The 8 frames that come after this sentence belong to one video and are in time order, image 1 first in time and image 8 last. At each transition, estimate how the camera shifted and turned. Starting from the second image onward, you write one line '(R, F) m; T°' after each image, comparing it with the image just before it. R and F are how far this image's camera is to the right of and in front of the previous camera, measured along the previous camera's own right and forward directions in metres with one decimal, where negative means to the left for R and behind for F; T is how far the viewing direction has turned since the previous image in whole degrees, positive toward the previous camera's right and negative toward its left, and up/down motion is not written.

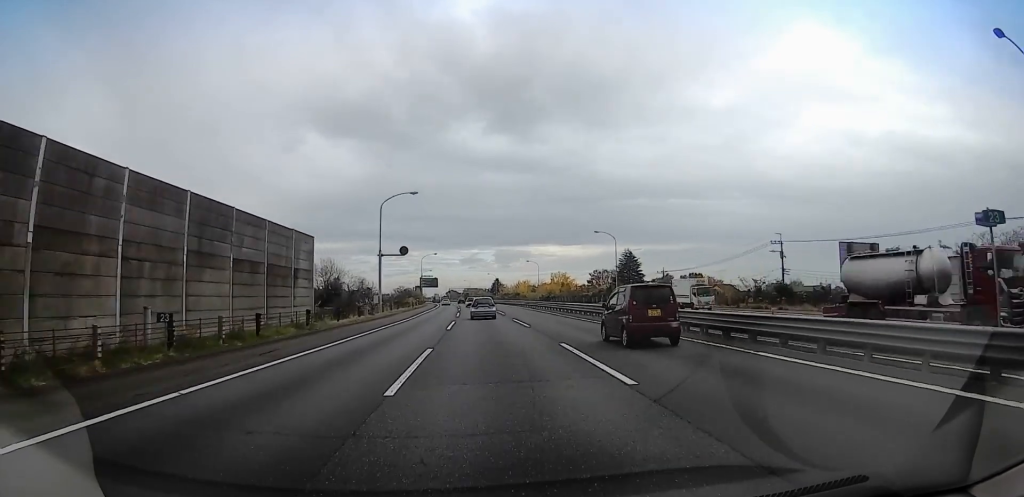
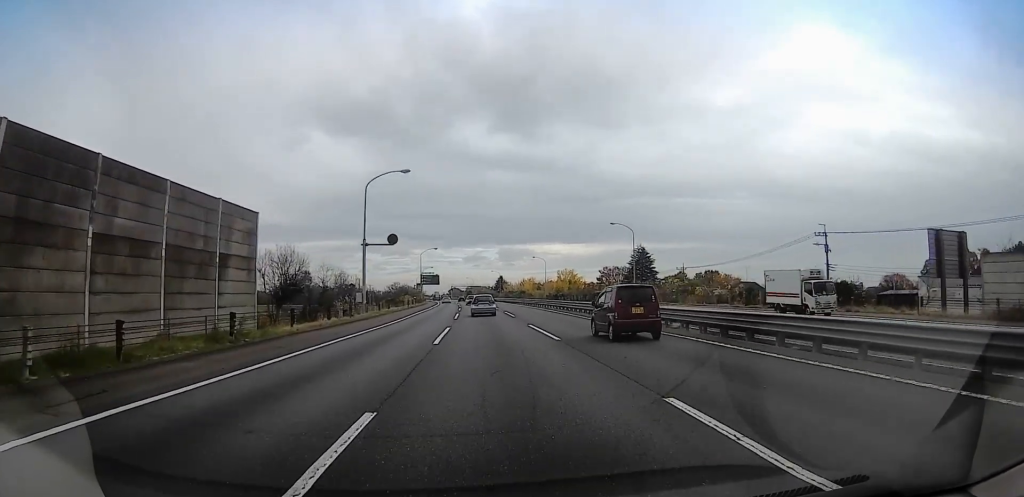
(+0.2, +9.7) m; +1°
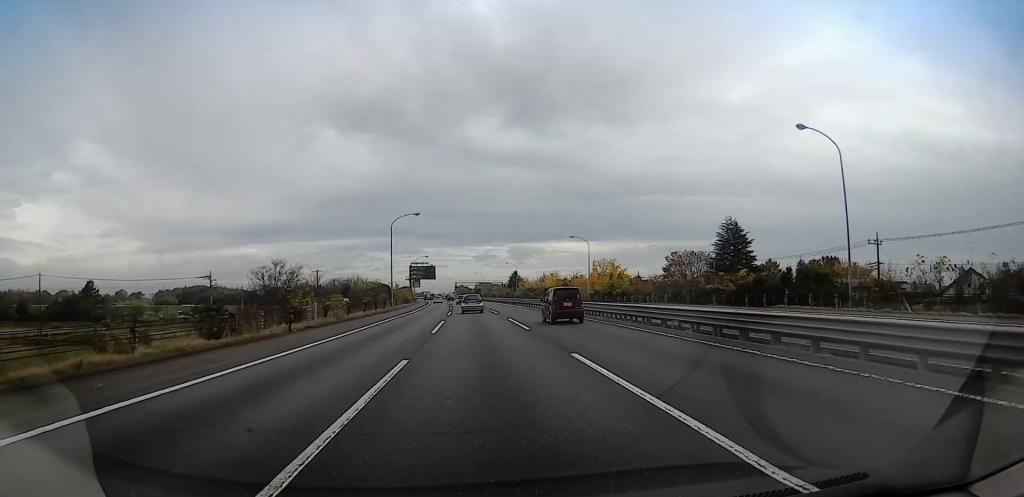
(0.0, +54.2) m; -1°
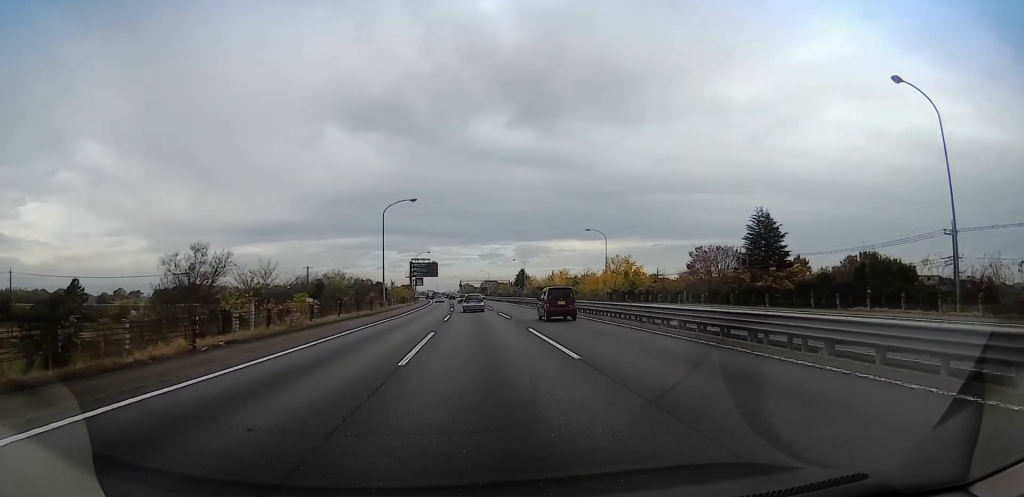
(0.0, +10.4) m; -1°
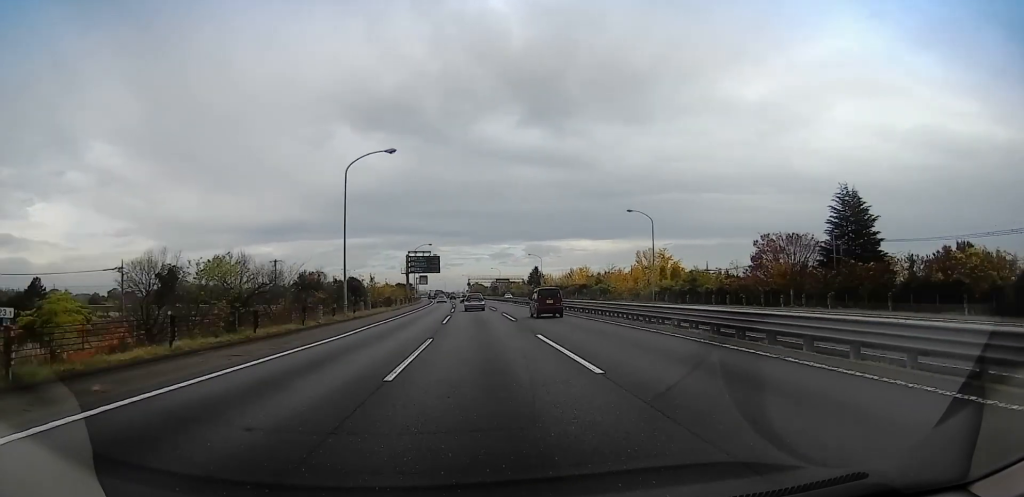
(+0.1, +22.2) m; -3°
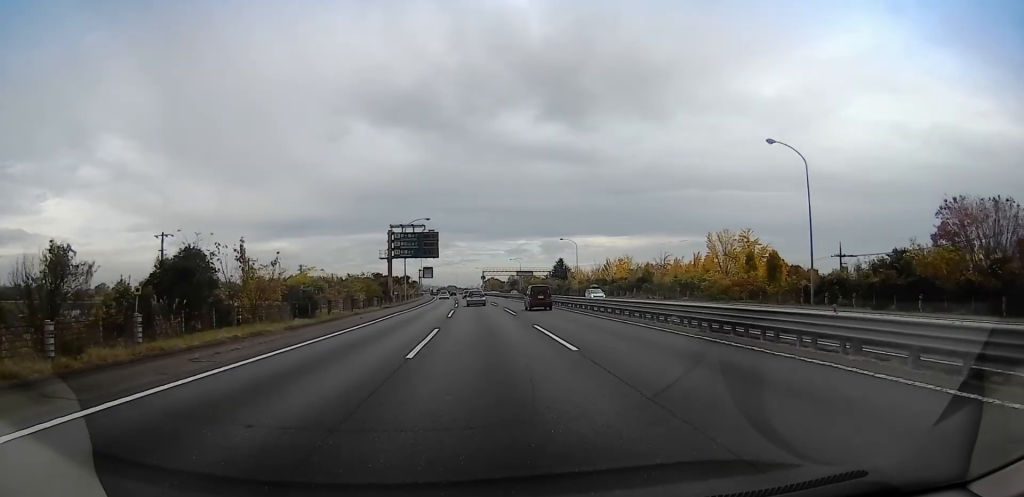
(-0.8, +37.6) m; +1°
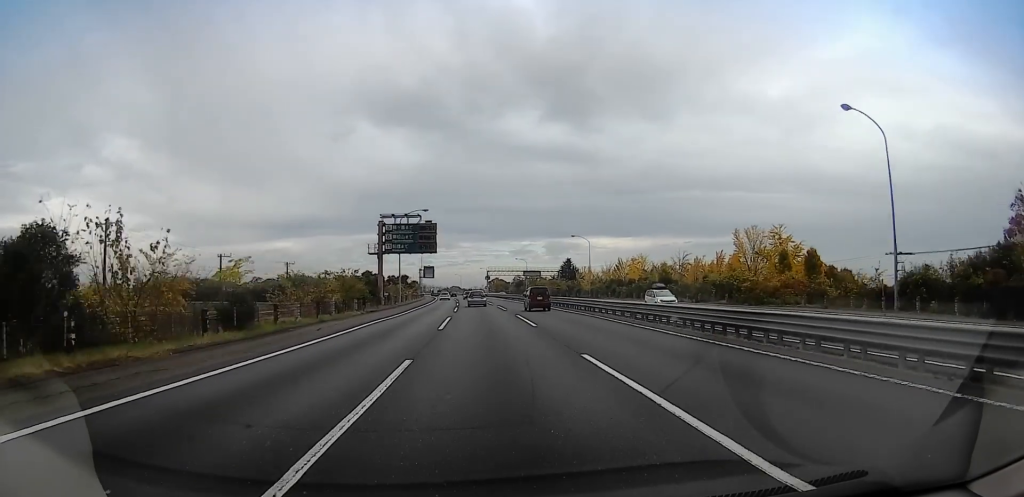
(0.0, +9.9) m; 0°
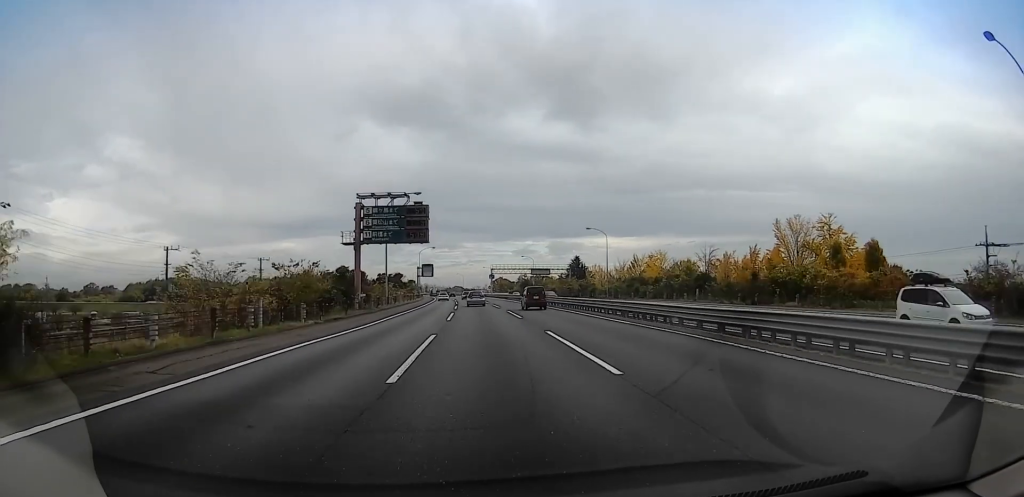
(0.0, +13.0) m; 0°
